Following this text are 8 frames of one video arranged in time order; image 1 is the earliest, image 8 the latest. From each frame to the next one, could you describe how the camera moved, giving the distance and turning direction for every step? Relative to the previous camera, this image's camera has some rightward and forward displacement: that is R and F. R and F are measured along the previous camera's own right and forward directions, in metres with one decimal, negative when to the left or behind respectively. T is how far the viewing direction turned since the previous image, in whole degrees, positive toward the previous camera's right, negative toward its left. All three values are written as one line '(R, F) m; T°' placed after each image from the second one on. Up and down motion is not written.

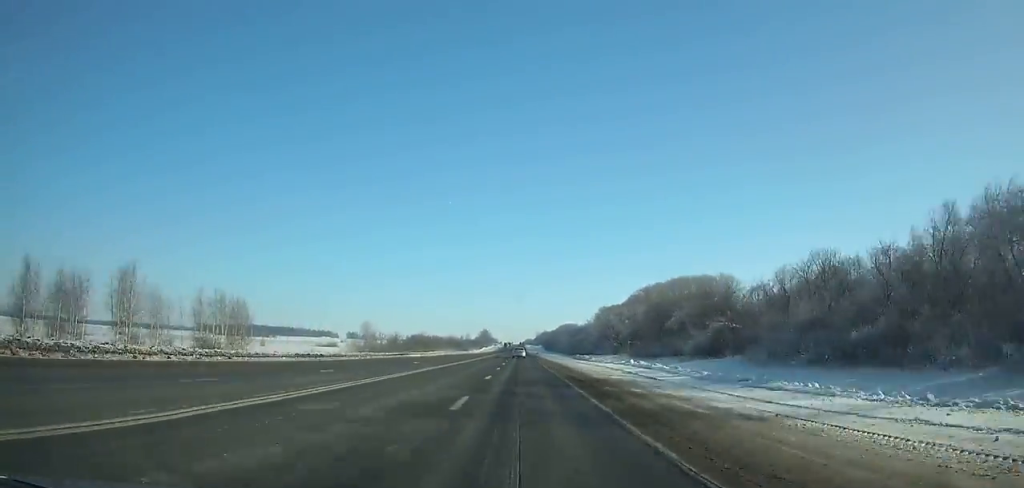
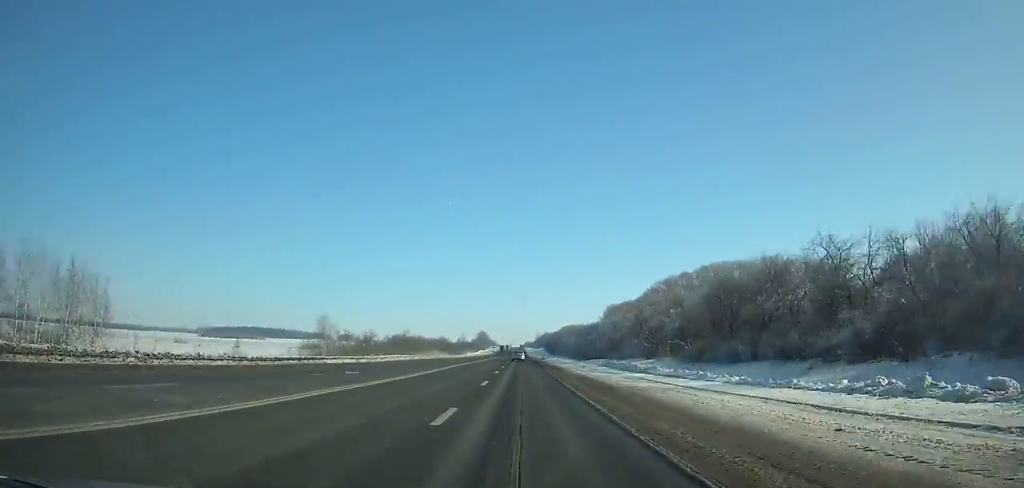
(+0.1, +38.1) m; 0°
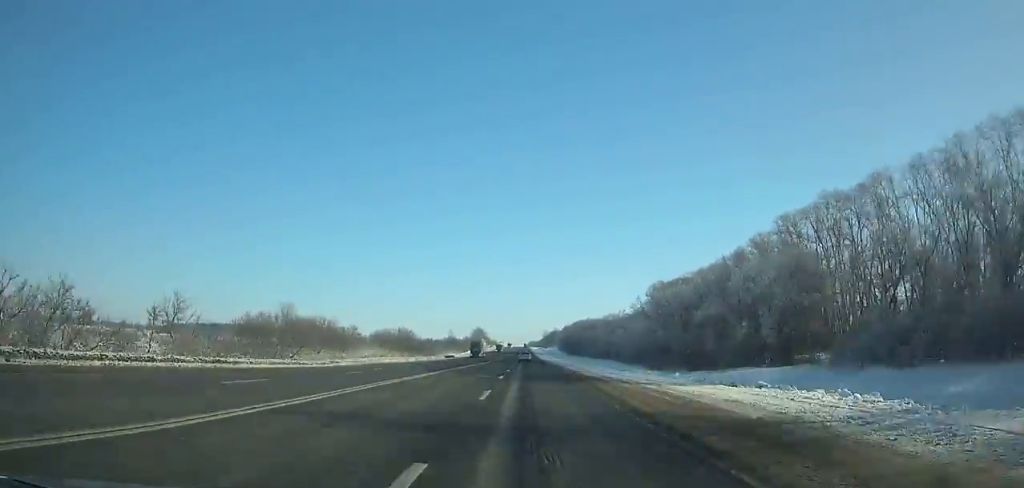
(-0.2, +113.5) m; 0°
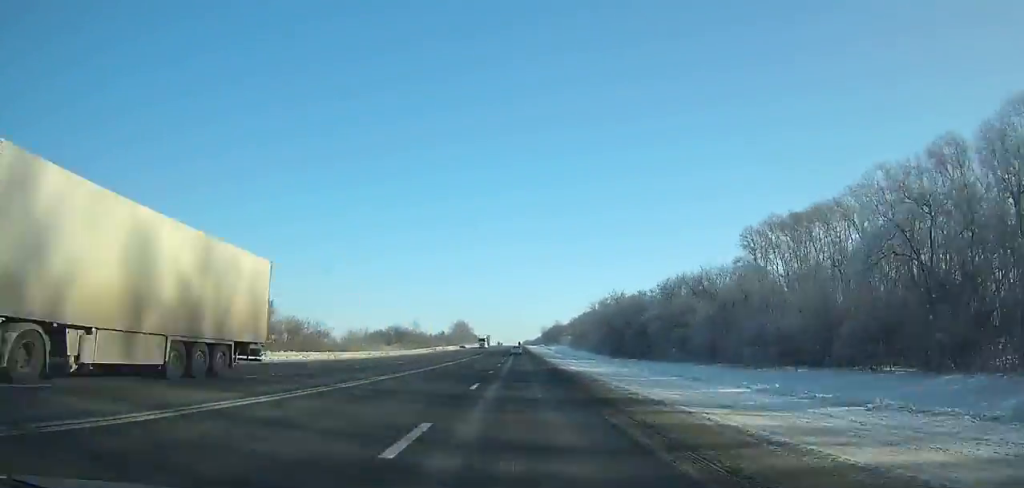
(+0.3, +115.8) m; 0°
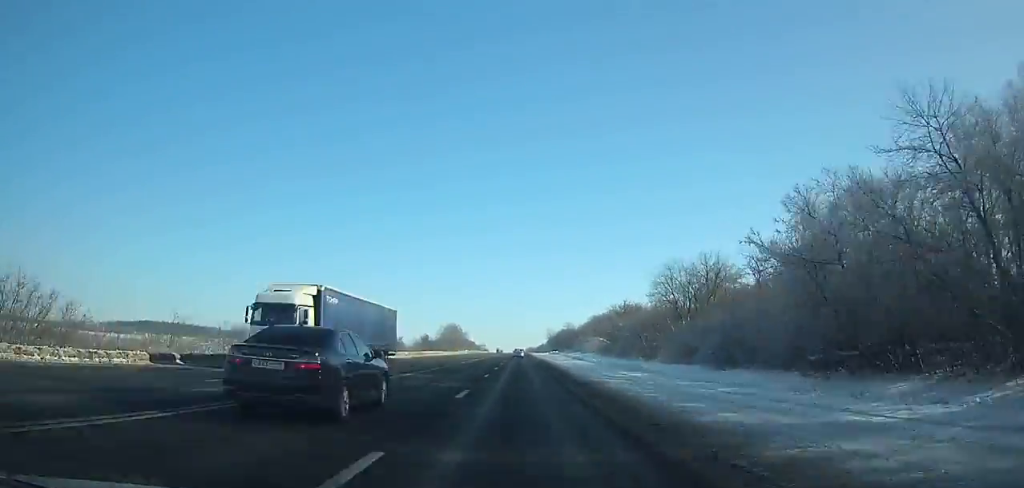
(-0.3, +74.8) m; 0°
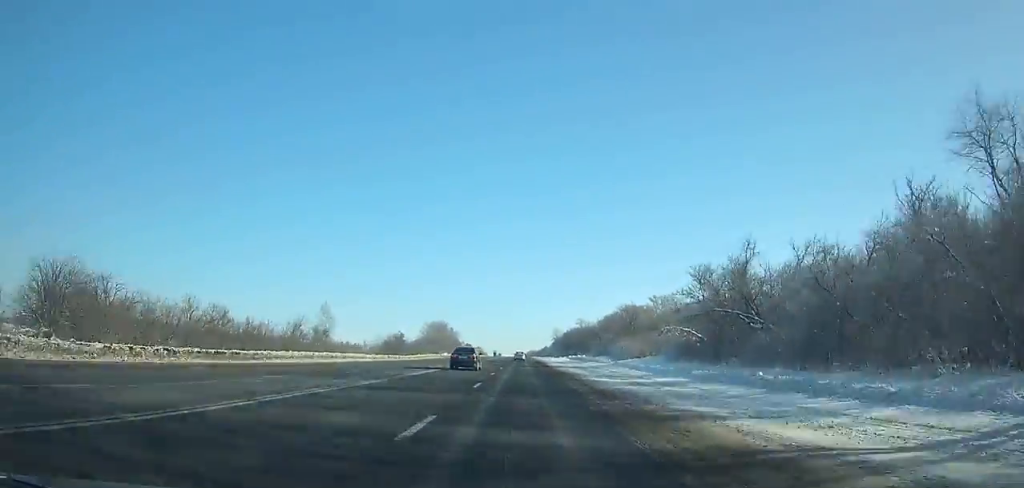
(0.0, +67.4) m; 0°
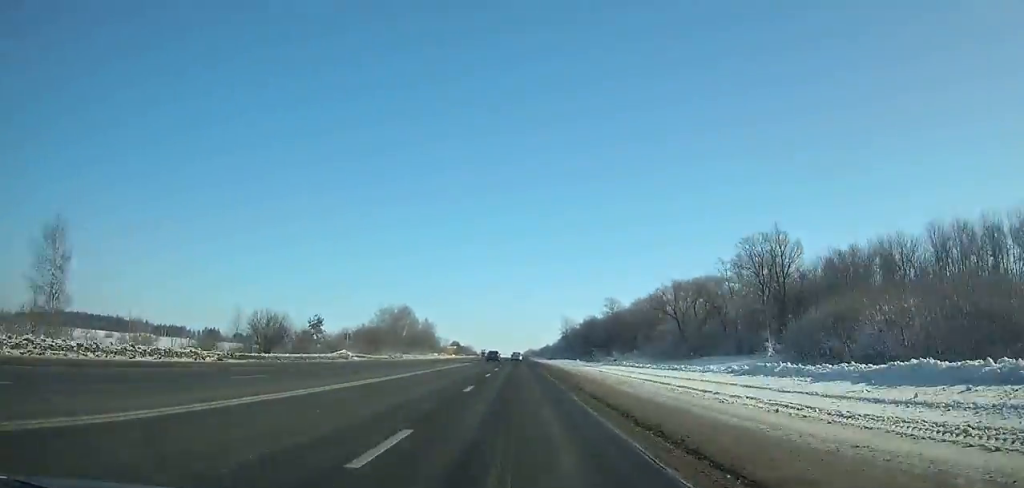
(+0.2, +98.0) m; 0°
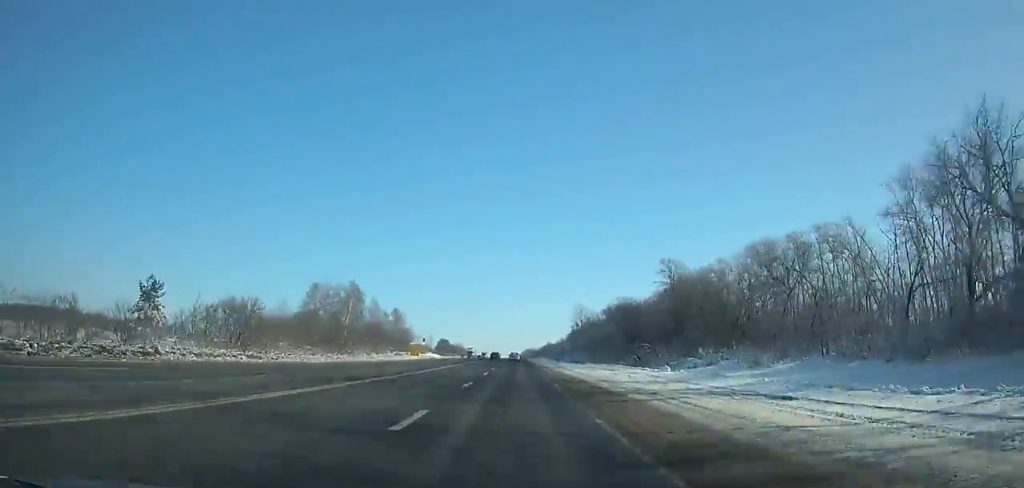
(+0.1, +68.4) m; 0°
